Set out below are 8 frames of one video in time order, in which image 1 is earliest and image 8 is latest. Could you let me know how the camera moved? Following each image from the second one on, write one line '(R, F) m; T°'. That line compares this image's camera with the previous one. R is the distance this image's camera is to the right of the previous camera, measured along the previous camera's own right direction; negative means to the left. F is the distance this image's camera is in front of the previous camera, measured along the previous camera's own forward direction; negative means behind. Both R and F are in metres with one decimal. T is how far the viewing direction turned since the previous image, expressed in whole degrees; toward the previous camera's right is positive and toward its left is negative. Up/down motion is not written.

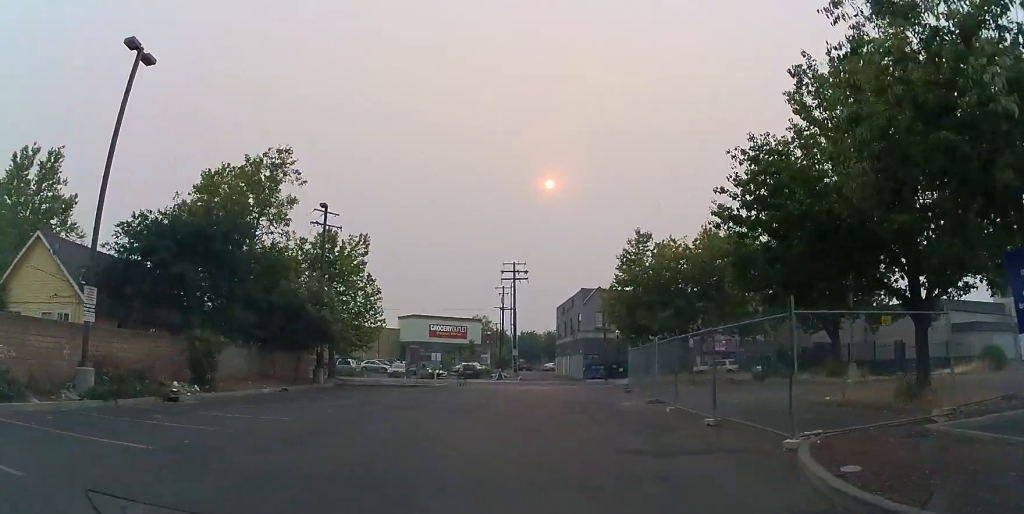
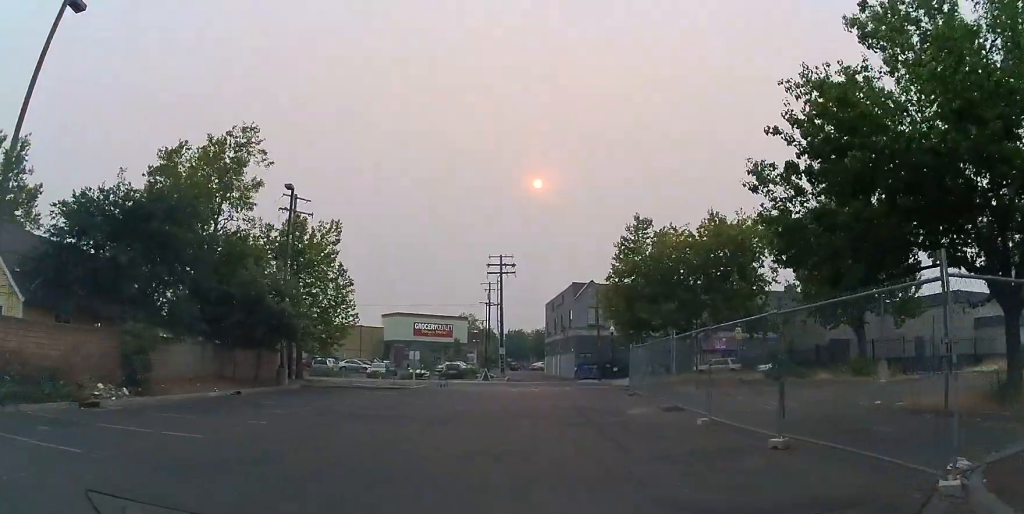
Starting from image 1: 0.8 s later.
(+0.3, +3.7) m; +2°
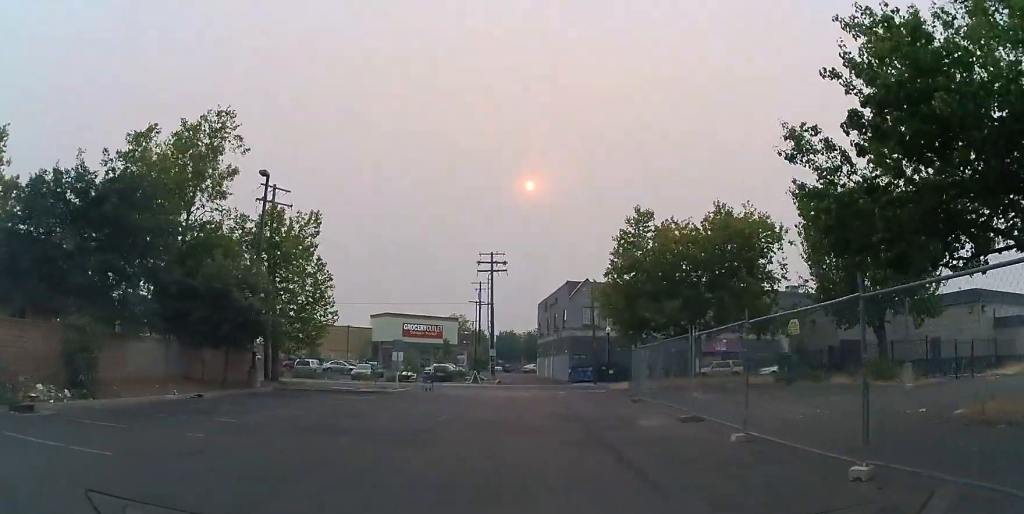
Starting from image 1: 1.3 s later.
(+0.2, +2.5) m; 0°
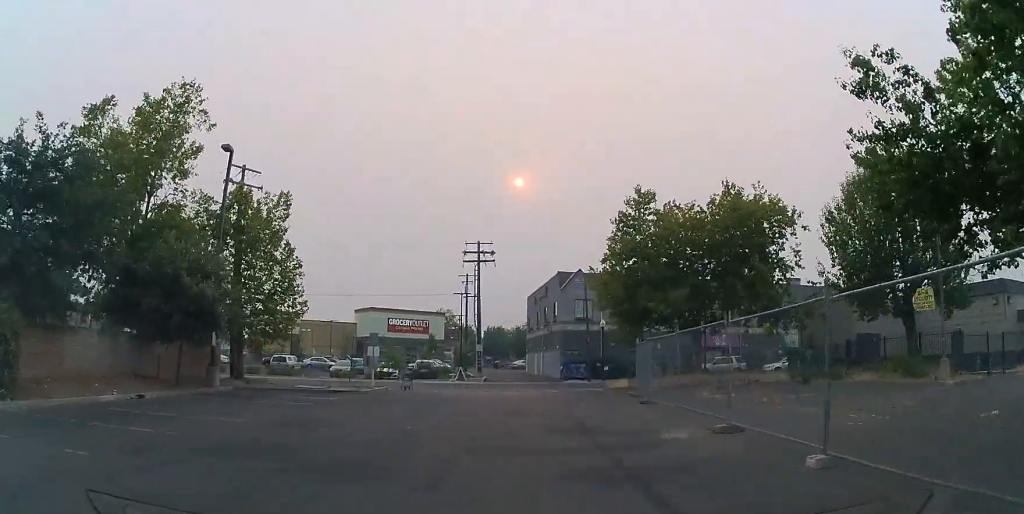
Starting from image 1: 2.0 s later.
(-0.4, +3.2) m; 0°
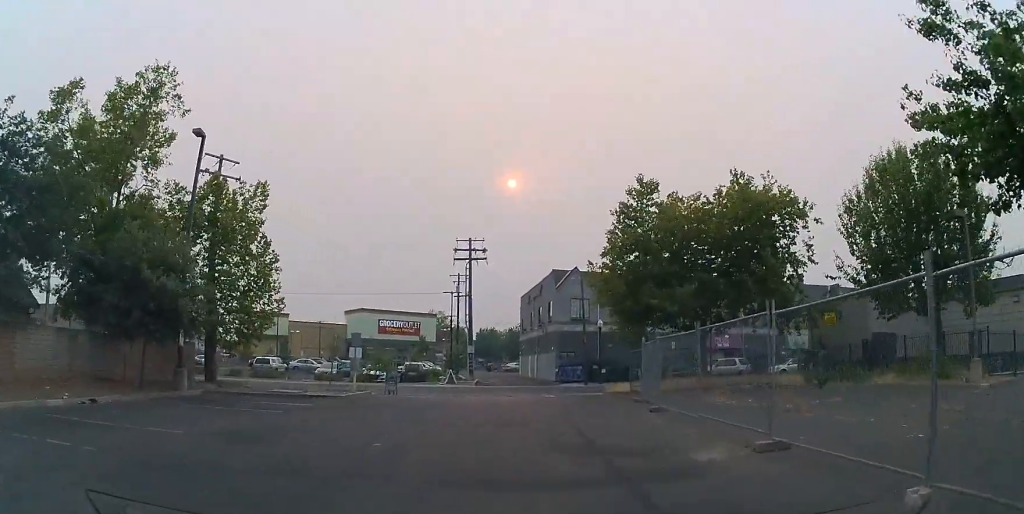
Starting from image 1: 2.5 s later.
(-0.1, +2.2) m; 0°
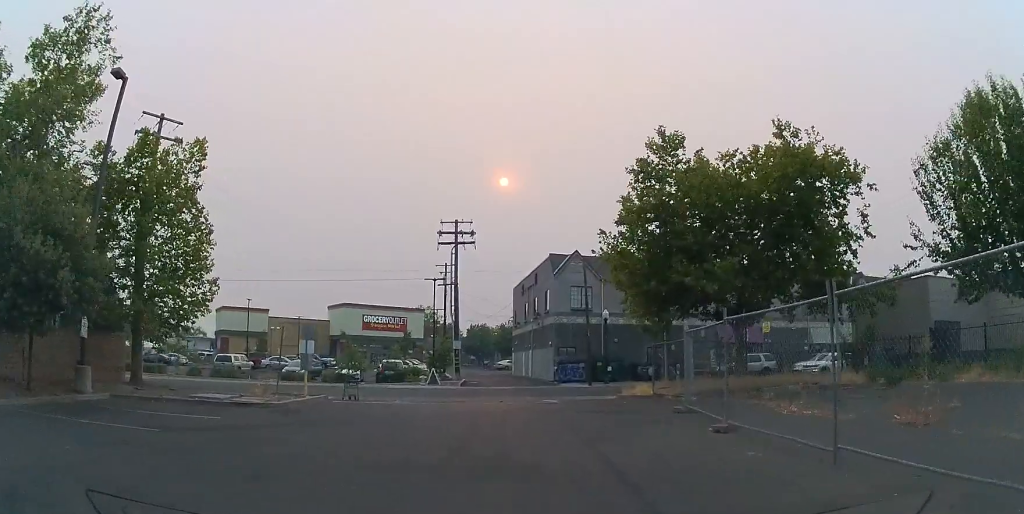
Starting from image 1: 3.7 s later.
(+0.2, +5.7) m; 0°
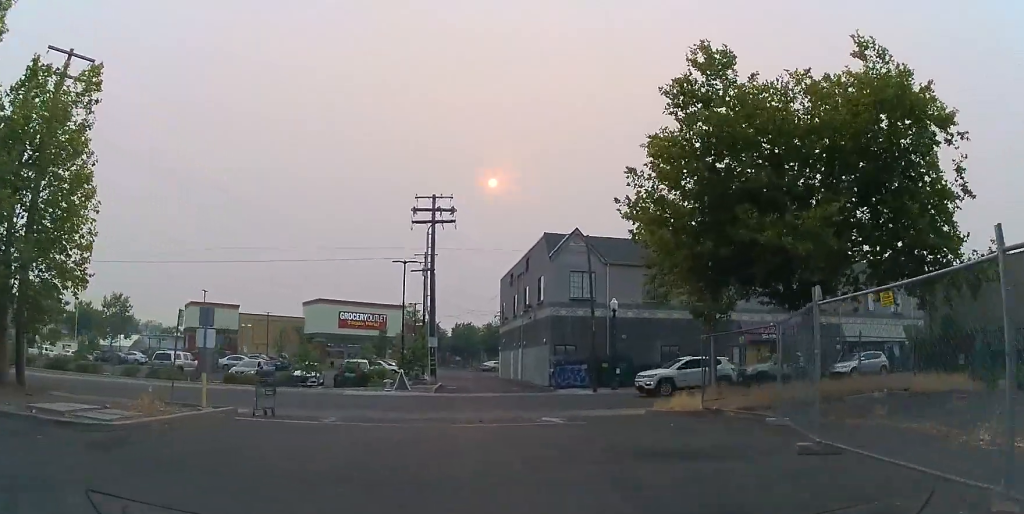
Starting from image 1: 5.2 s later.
(+0.2, +6.4) m; +5°
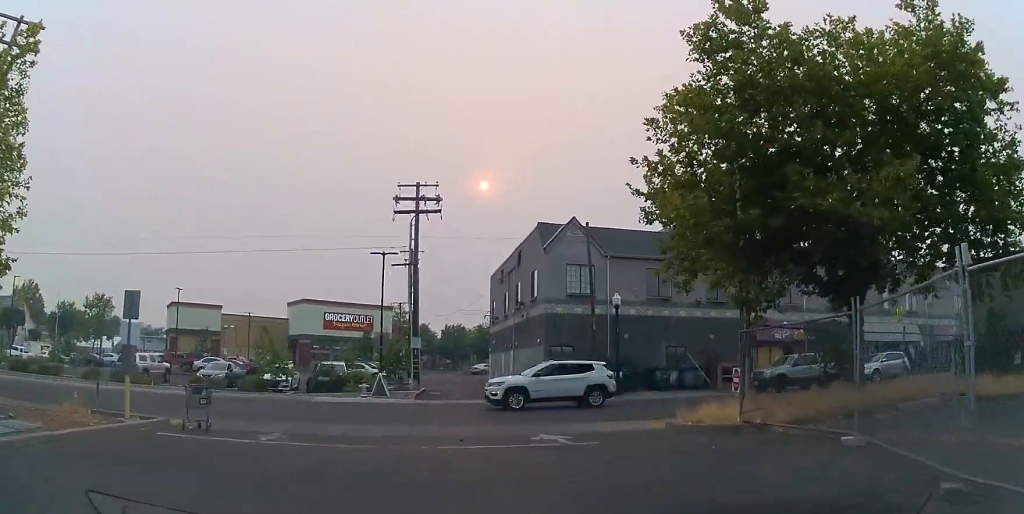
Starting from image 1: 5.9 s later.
(-0.1, +2.9) m; -1°
